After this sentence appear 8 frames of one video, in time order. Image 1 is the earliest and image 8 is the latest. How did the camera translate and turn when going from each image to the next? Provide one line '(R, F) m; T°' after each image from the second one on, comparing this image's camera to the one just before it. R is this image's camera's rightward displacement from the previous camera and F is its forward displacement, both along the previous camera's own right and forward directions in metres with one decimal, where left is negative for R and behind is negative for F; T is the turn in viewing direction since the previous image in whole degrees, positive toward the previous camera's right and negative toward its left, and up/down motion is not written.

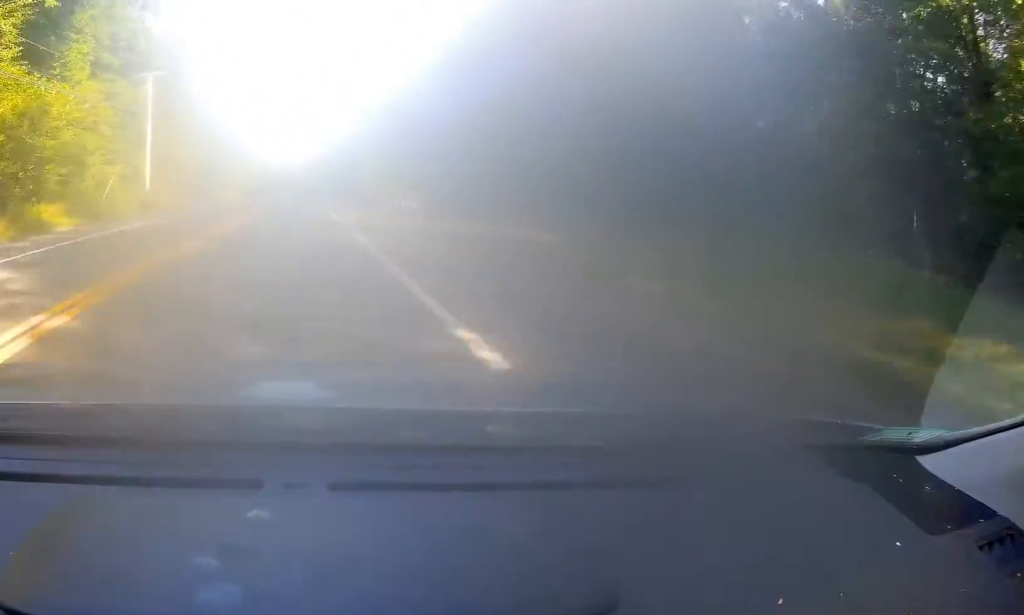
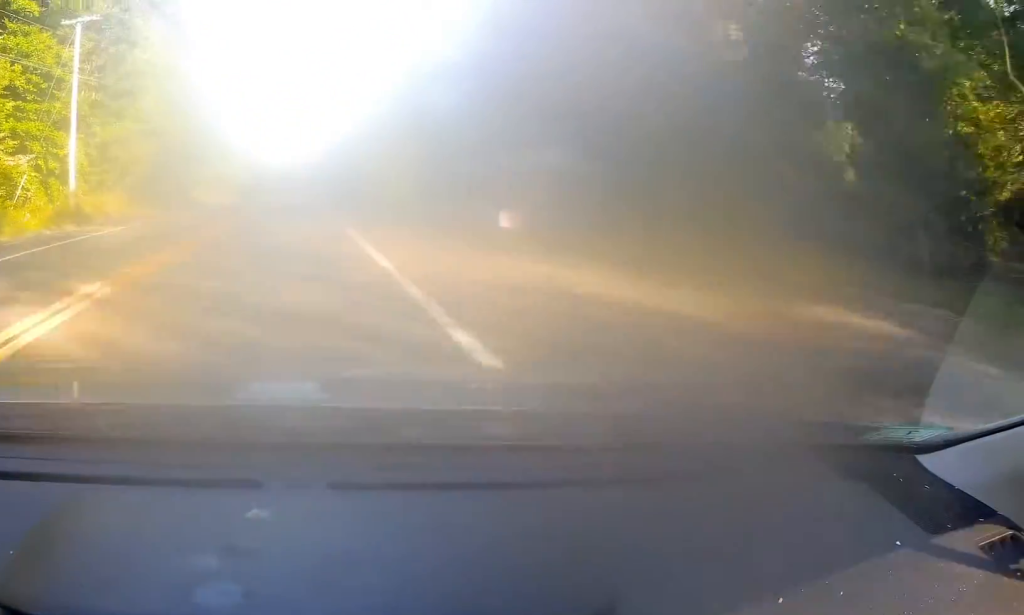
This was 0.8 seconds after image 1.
(-0.2, +17.7) m; 0°
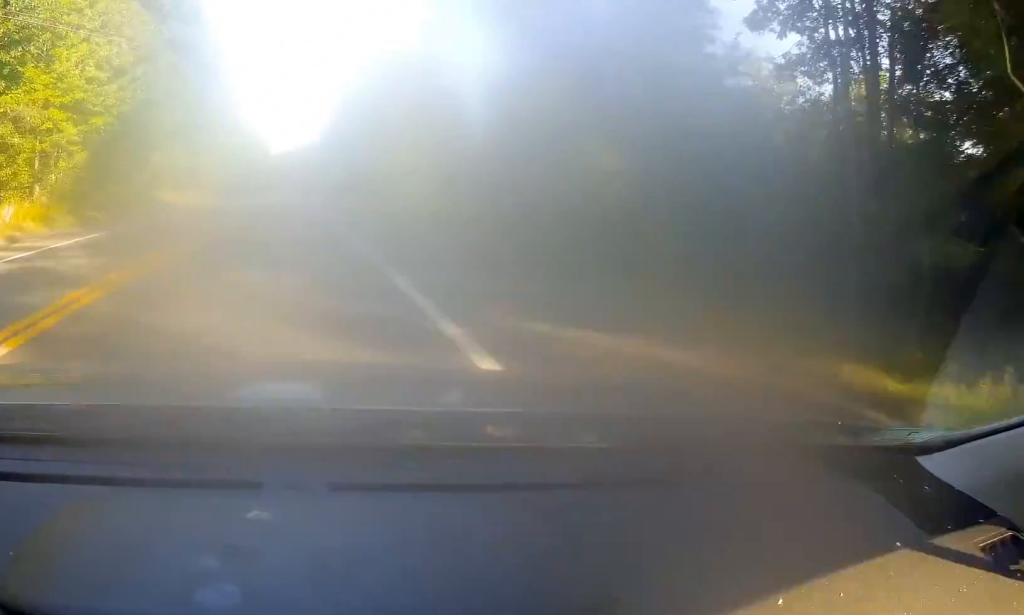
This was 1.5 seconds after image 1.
(+0.1, +17.9) m; +2°
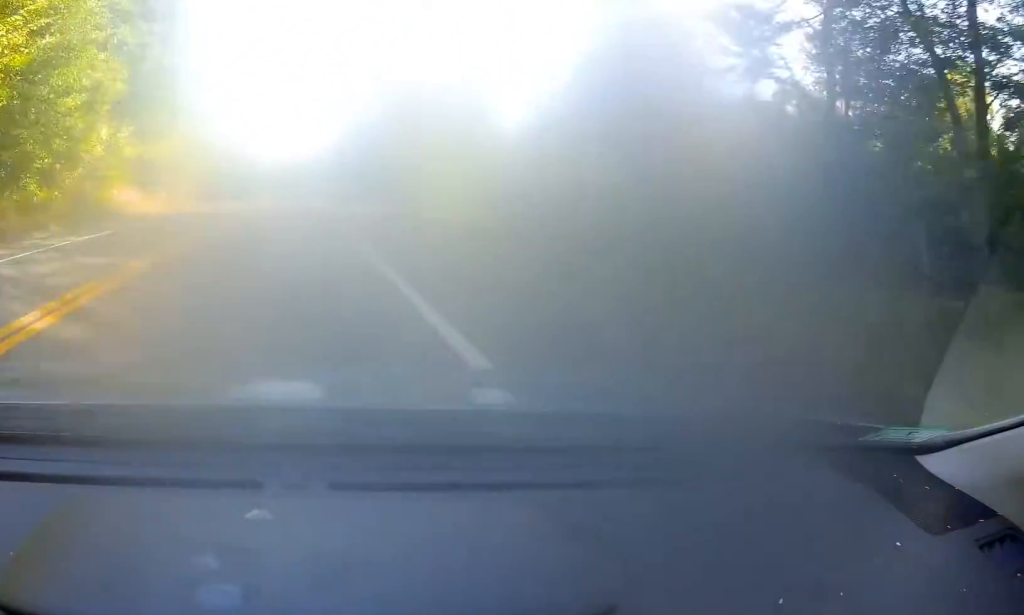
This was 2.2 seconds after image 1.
(+0.4, +15.6) m; 0°
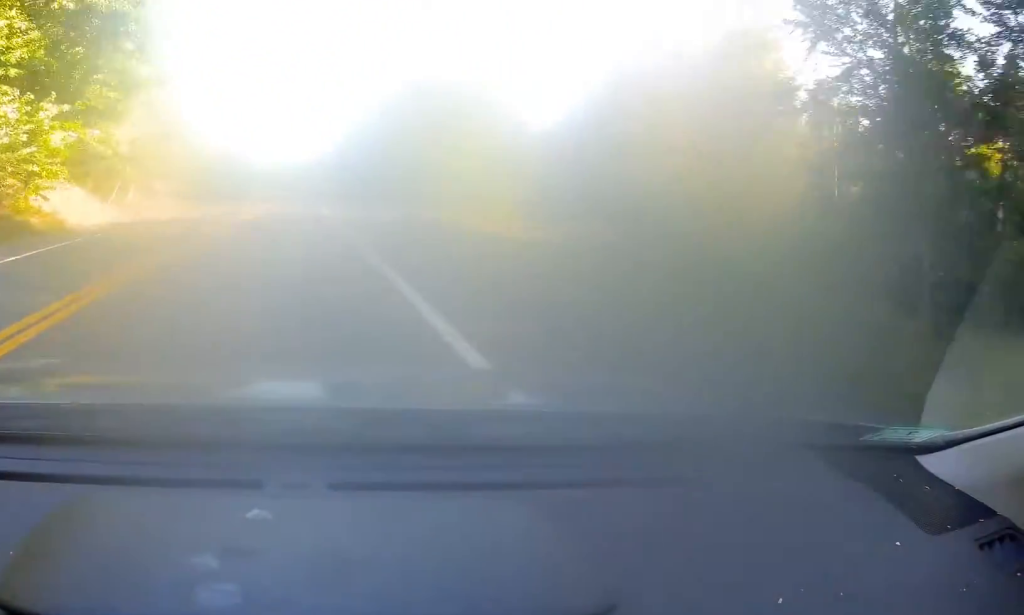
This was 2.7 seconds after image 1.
(+0.3, +12.5) m; -1°
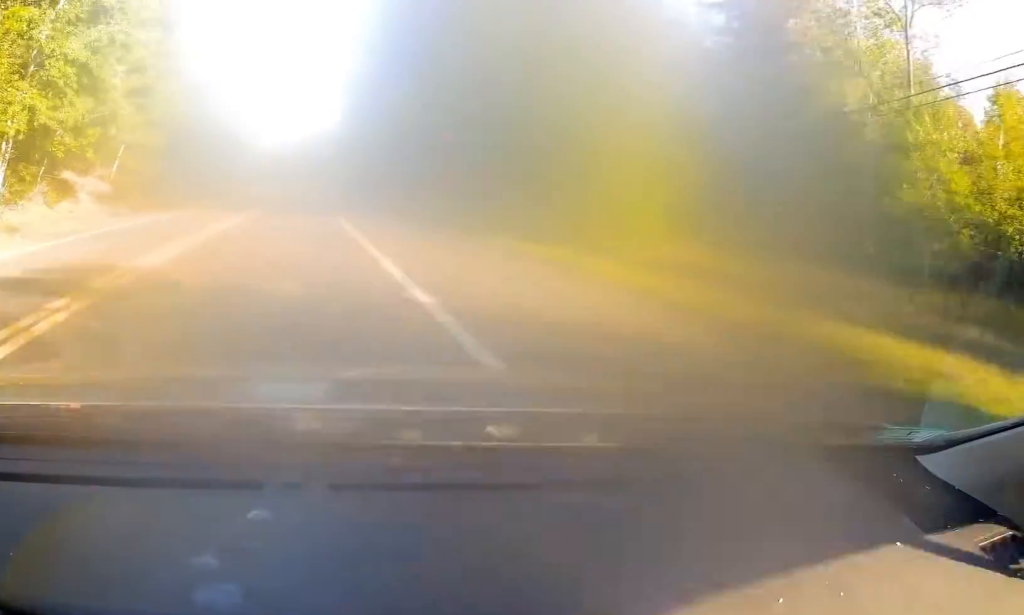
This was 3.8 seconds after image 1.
(-1.1, +24.2) m; -1°
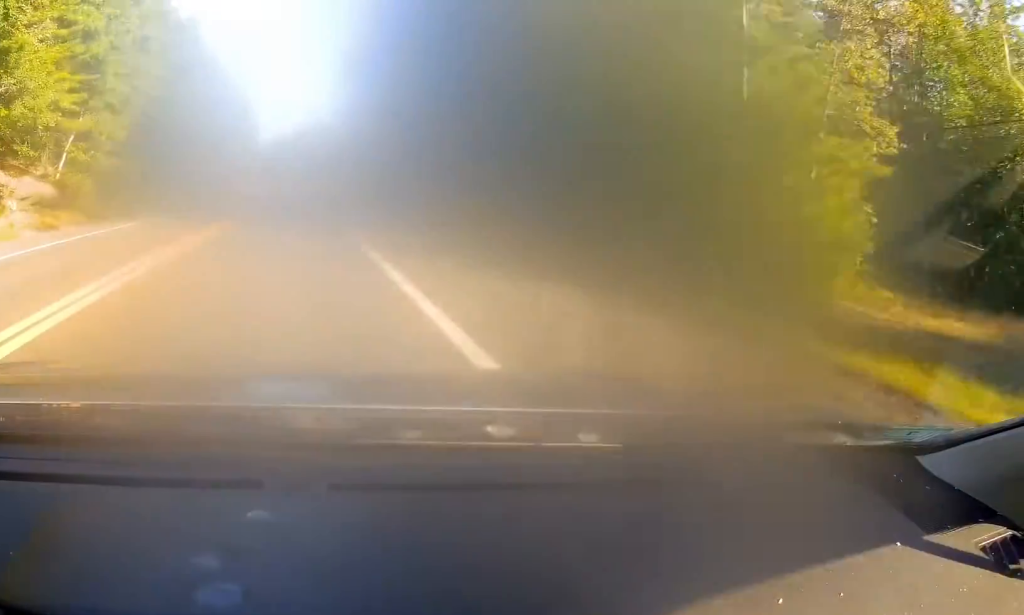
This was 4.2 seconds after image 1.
(+0.2, +11.1) m; +1°
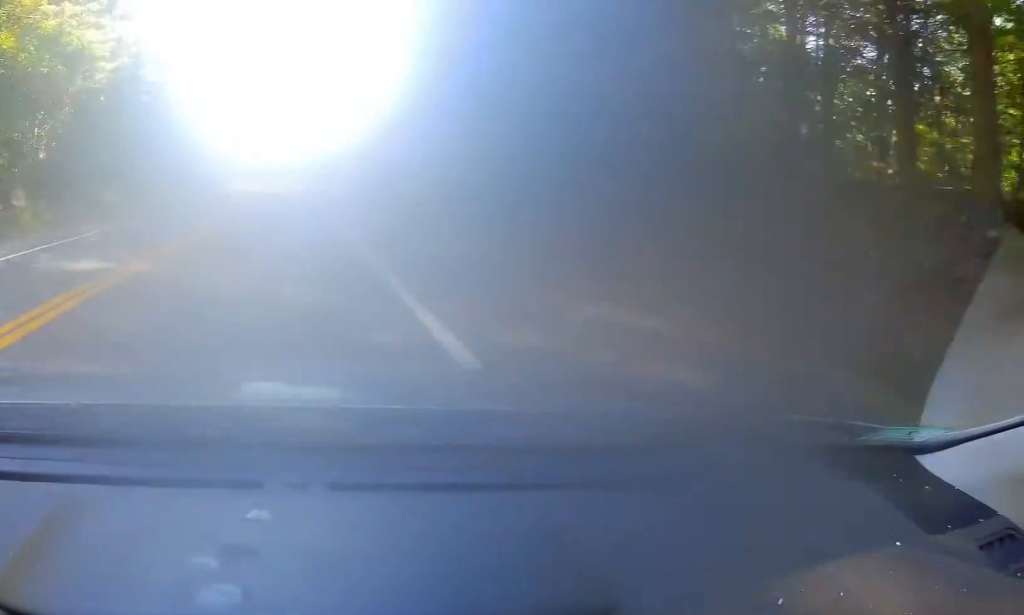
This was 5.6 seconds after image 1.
(+0.5, +31.8) m; 0°
